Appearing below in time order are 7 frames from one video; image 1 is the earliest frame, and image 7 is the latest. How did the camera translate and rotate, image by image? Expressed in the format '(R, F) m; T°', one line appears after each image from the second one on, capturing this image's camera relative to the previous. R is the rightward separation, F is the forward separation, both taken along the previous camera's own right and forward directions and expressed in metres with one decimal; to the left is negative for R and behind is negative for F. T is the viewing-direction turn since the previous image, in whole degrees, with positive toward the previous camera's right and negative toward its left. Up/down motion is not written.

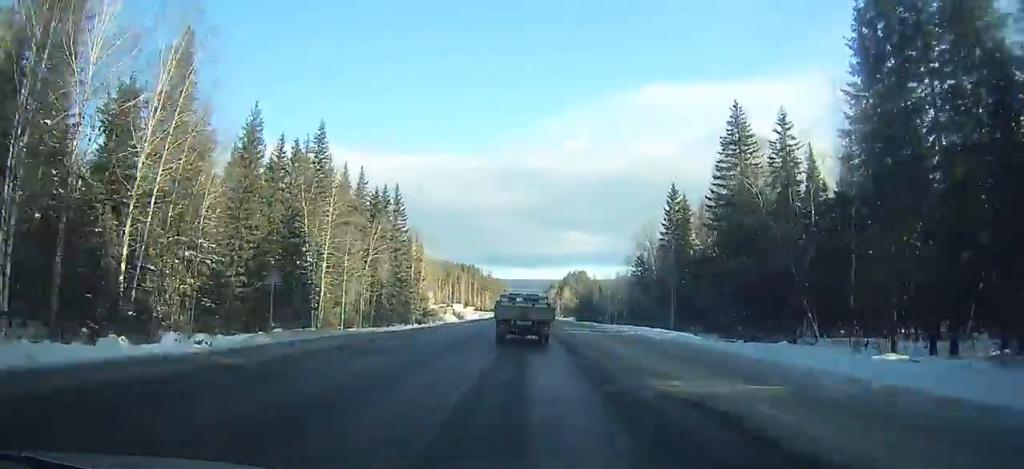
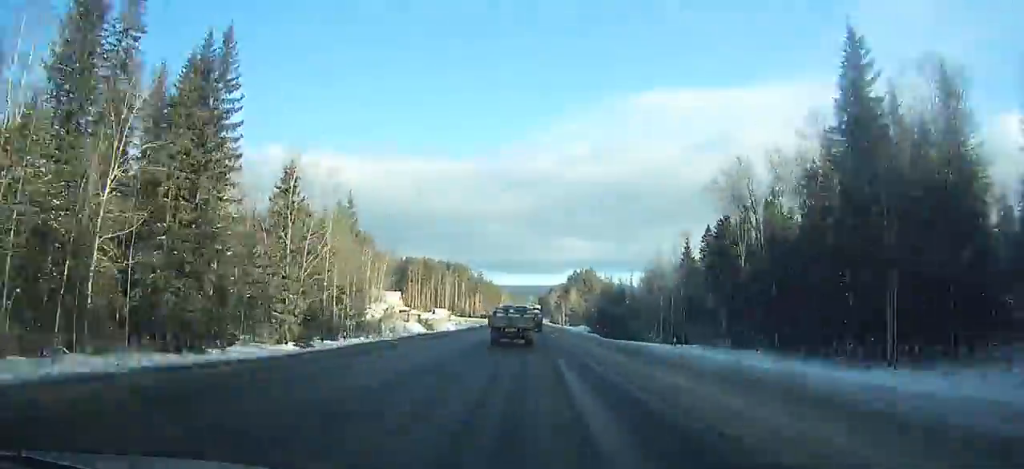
(+0.4, +48.2) m; +1°
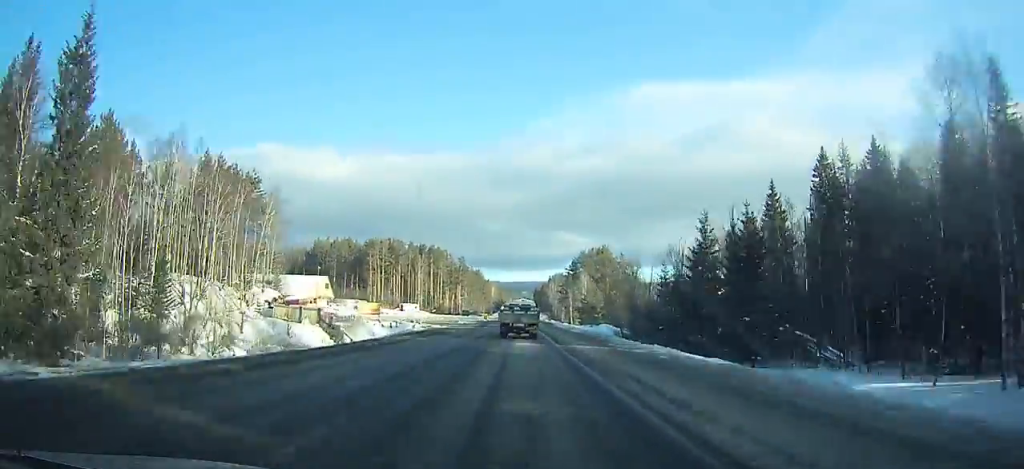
(+0.1, +51.7) m; 0°
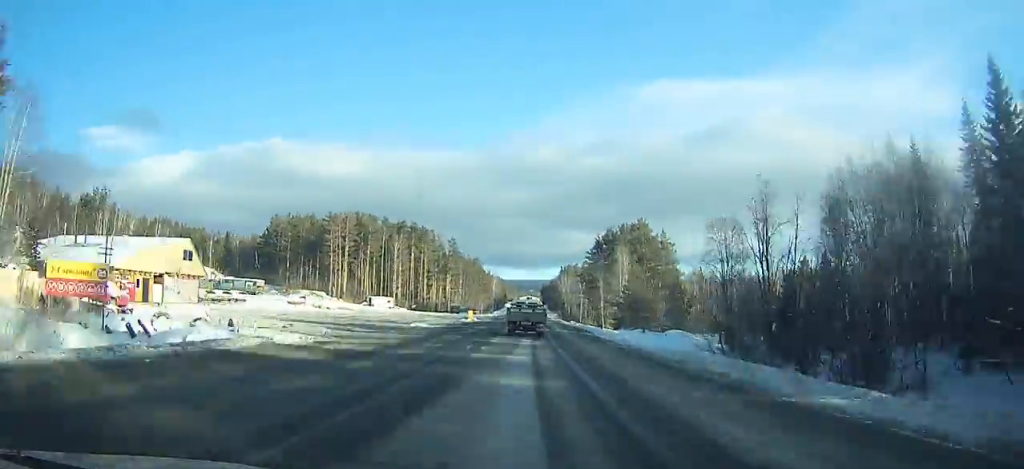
(-0.4, +44.1) m; 0°
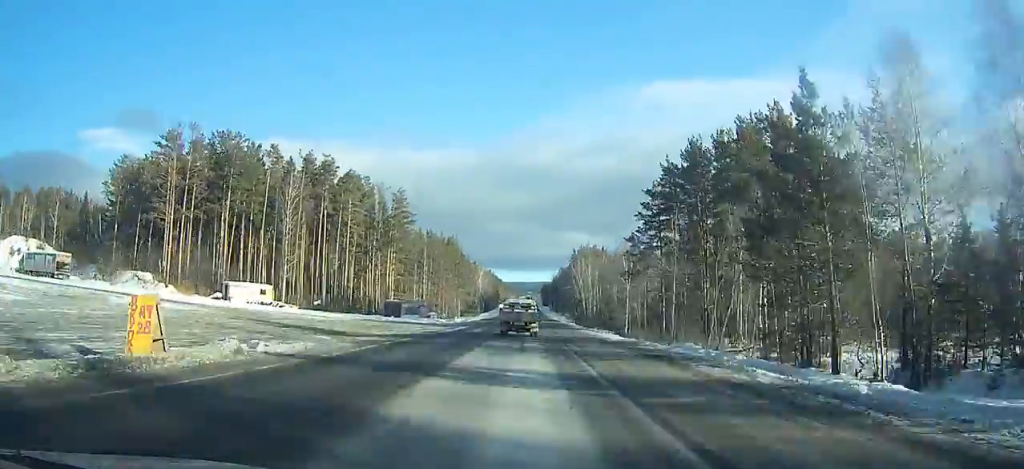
(+0.2, +68.1) m; 0°
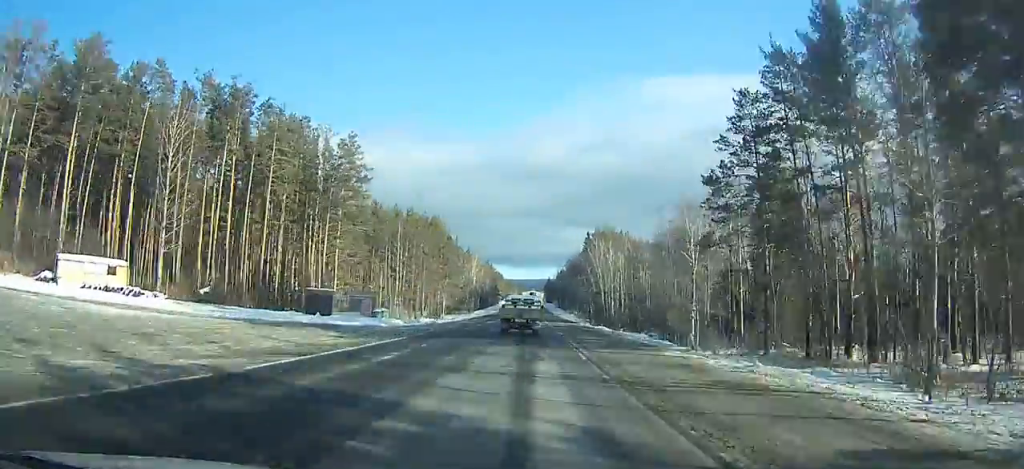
(-0.1, +30.6) m; 0°
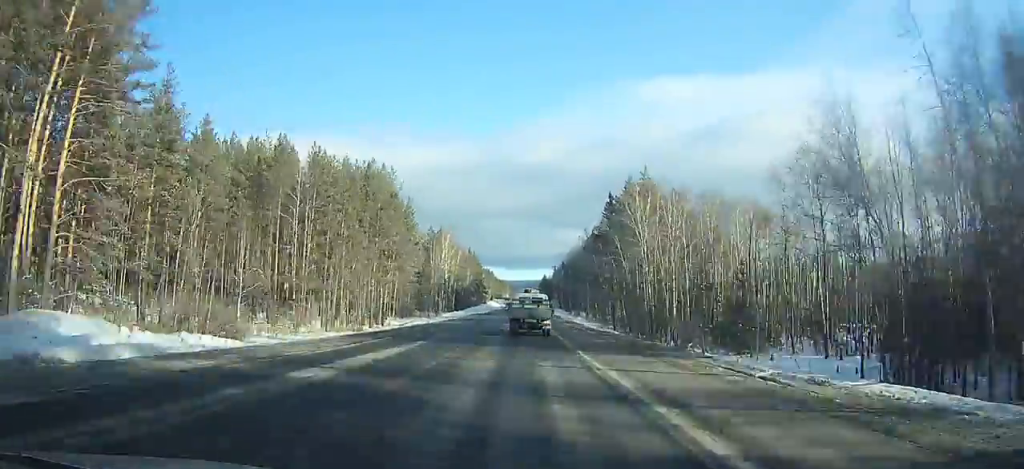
(+0.1, +43.7) m; +1°
